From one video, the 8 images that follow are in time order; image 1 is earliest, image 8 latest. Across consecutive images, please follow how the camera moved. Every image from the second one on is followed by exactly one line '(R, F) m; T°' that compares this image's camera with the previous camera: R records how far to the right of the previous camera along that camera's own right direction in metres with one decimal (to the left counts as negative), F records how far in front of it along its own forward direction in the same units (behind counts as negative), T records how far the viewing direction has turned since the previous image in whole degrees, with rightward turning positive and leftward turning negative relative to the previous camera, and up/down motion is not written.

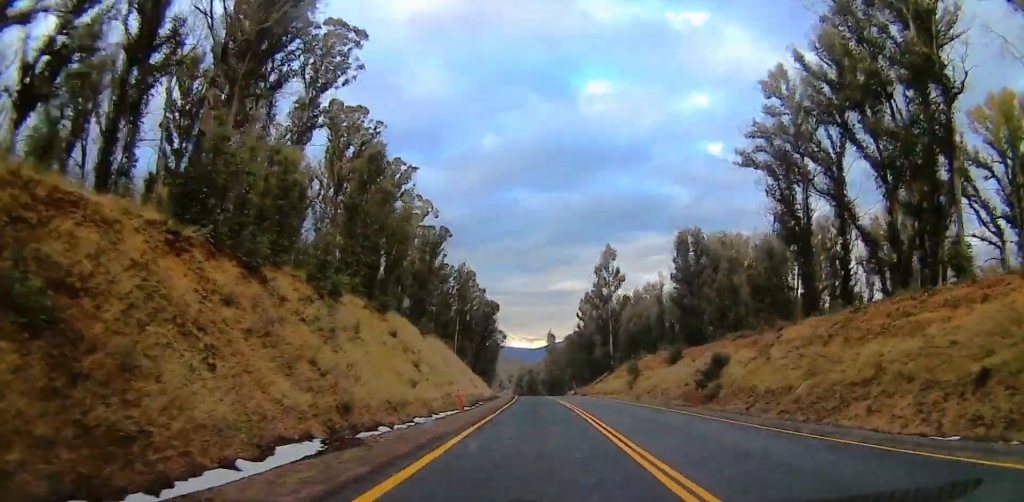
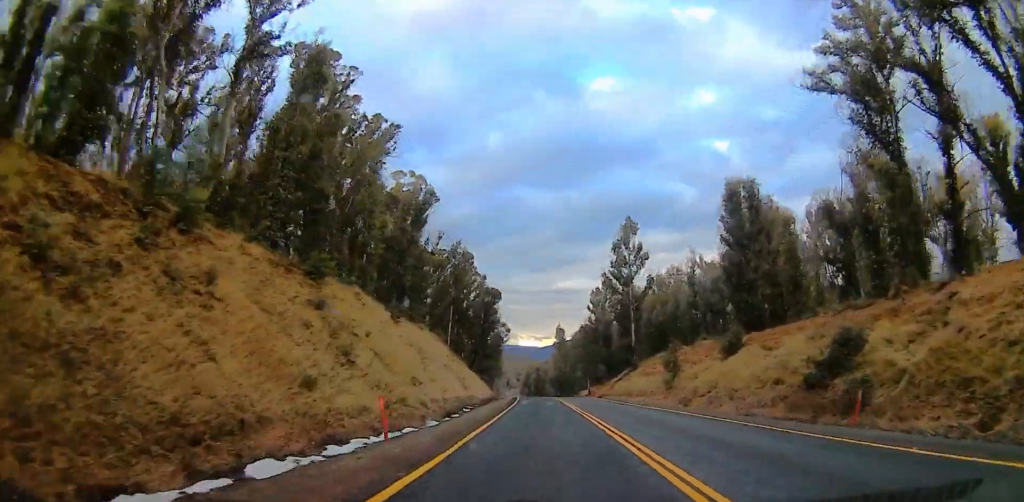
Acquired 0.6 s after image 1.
(+0.2, +16.8) m; -1°
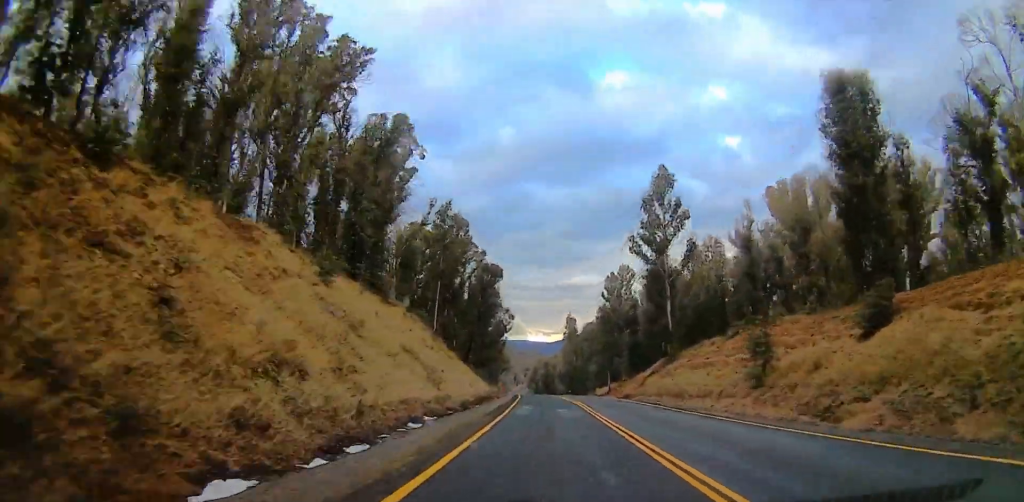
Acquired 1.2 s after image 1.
(-1.2, +17.7) m; -2°
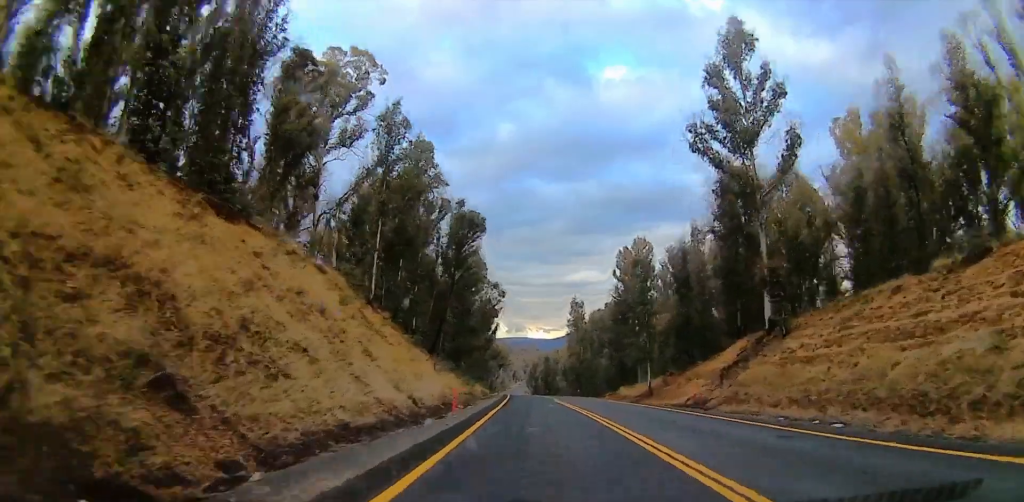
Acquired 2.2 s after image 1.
(+0.1, +27.8) m; 0°
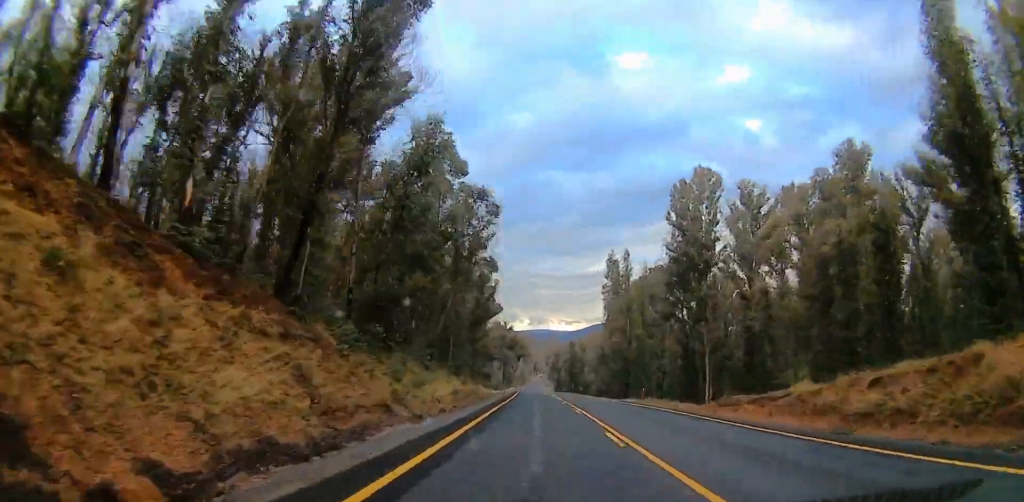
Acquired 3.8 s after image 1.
(-0.9, +42.6) m; -3°
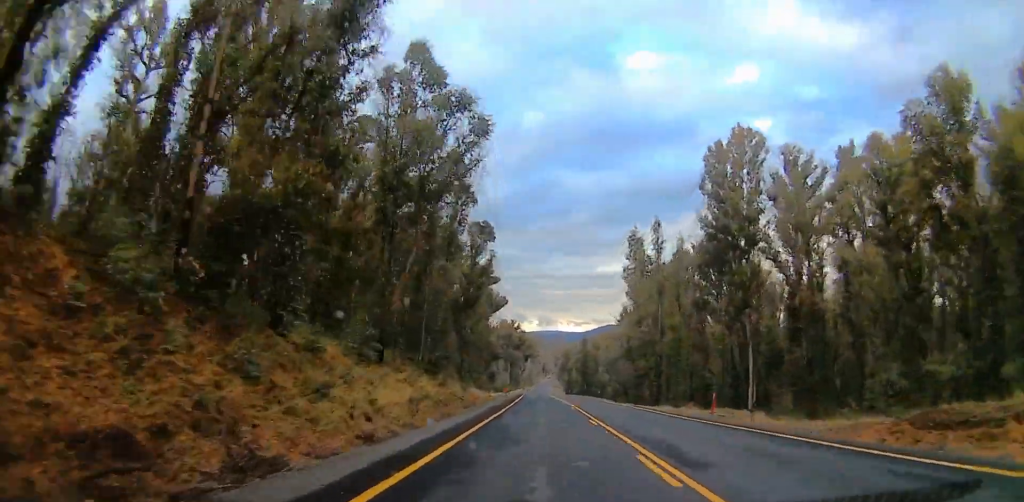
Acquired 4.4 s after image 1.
(-0.8, +16.9) m; 0°
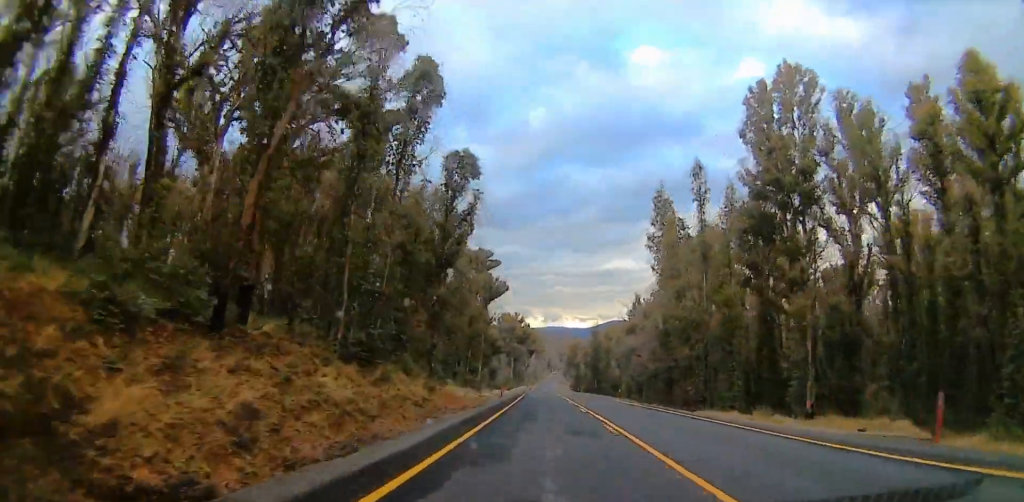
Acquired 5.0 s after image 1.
(+0.7, +16.8) m; +1°
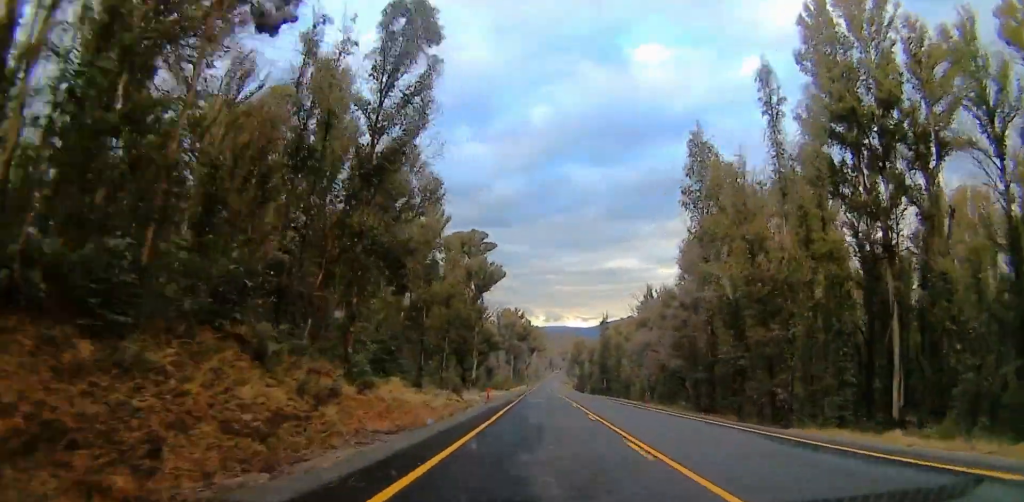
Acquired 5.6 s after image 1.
(+0.3, +16.8) m; 0°
